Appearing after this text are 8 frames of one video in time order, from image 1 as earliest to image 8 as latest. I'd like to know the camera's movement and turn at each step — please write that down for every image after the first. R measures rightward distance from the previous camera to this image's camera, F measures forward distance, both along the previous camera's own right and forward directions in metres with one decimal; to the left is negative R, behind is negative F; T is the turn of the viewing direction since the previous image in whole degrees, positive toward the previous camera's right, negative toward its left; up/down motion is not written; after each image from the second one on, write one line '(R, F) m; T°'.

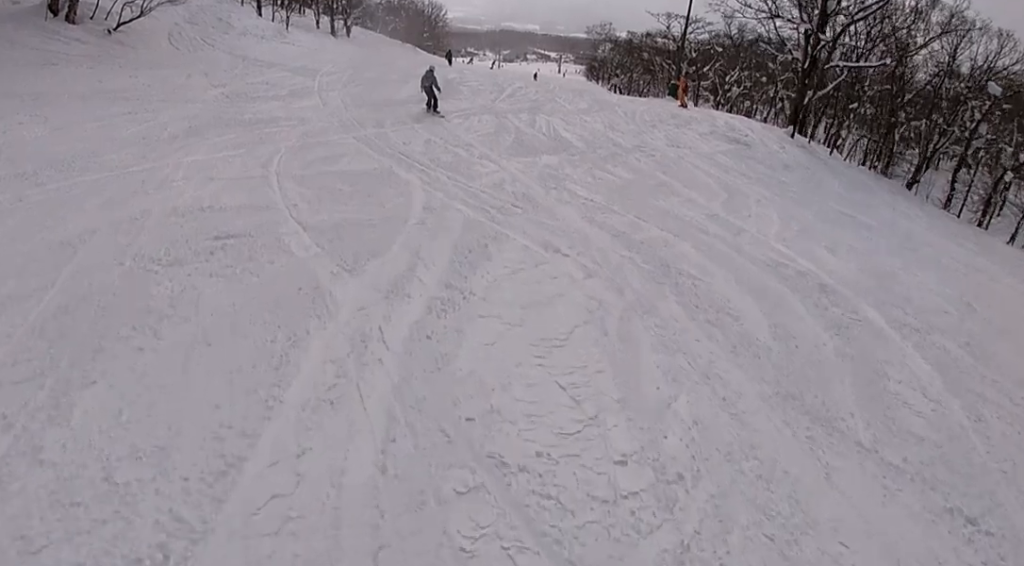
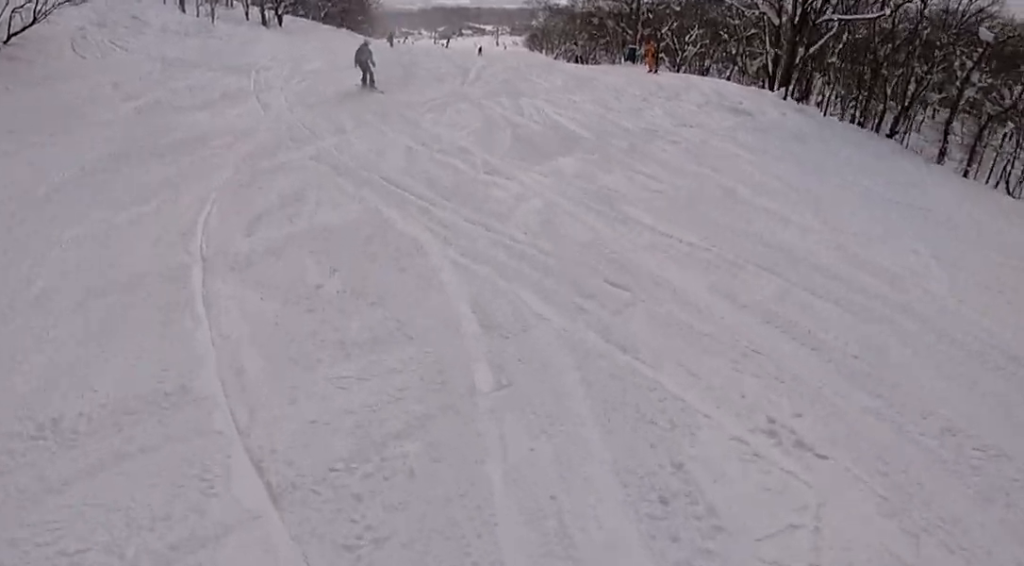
(-0.4, +4.0) m; -3°
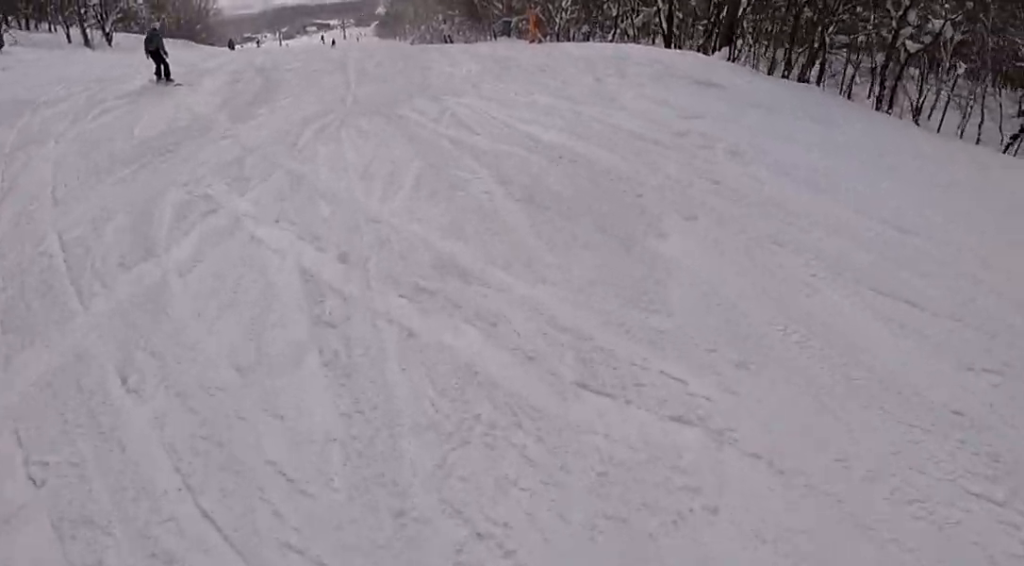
(+0.3, +7.7) m; +16°
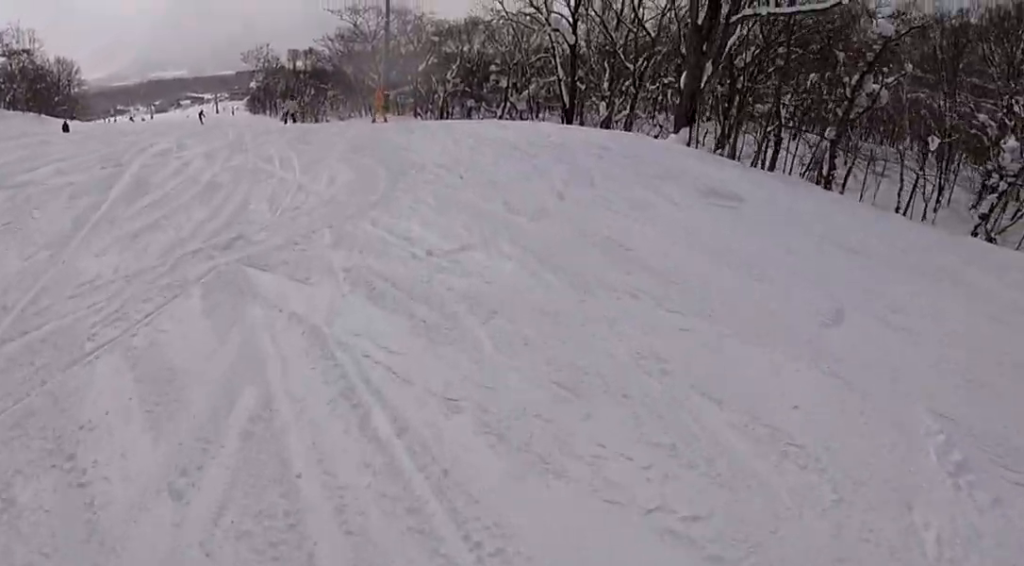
(+2.0, +7.6) m; +26°
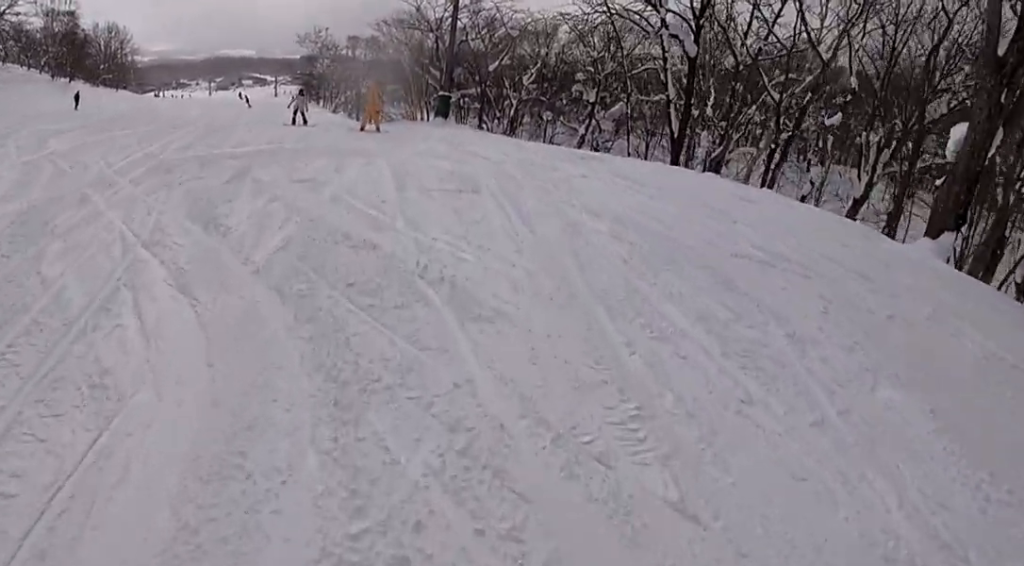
(+0.9, +8.5) m; -10°
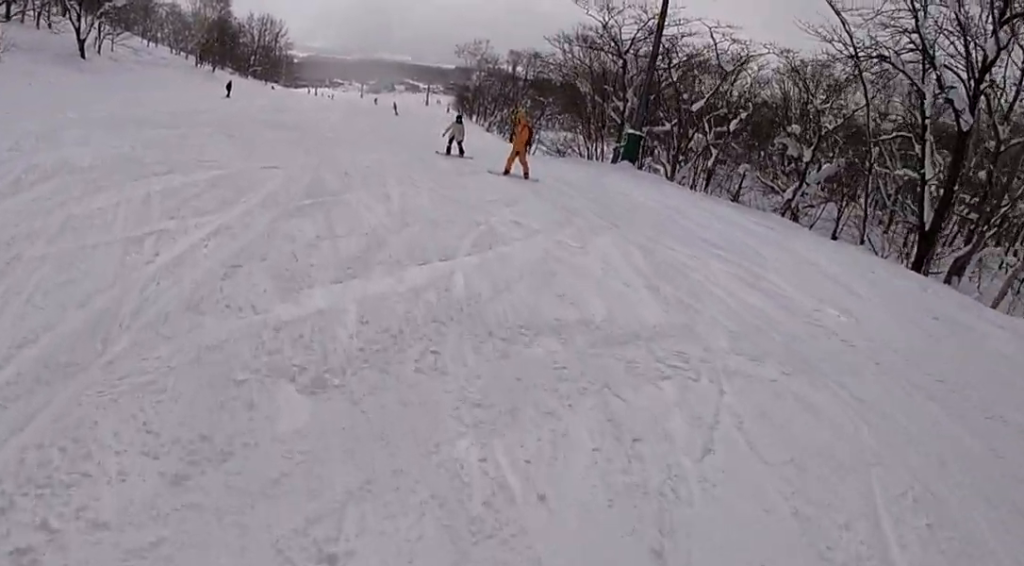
(-2.0, +7.2) m; -17°
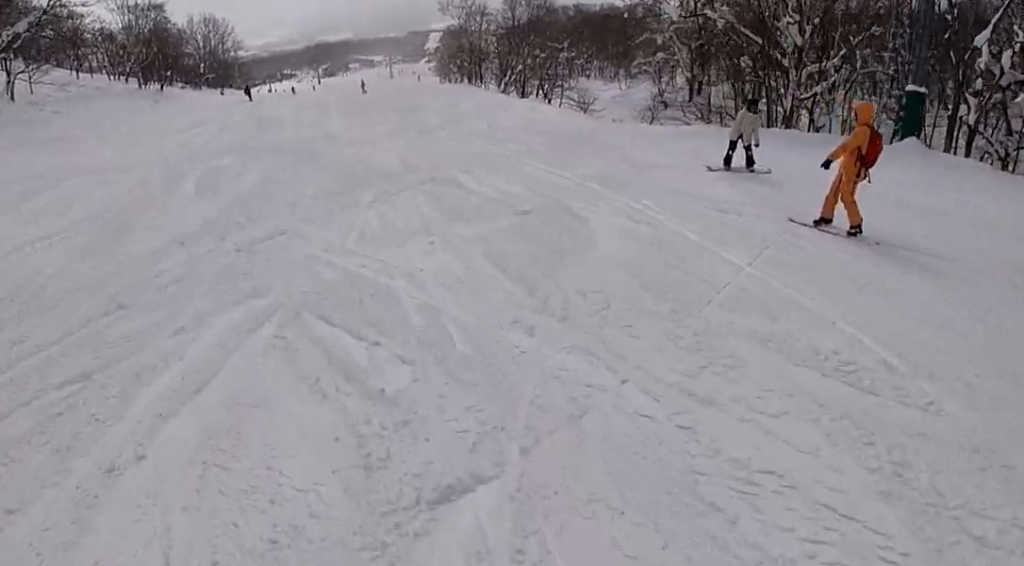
(-3.9, +15.3) m; -7°
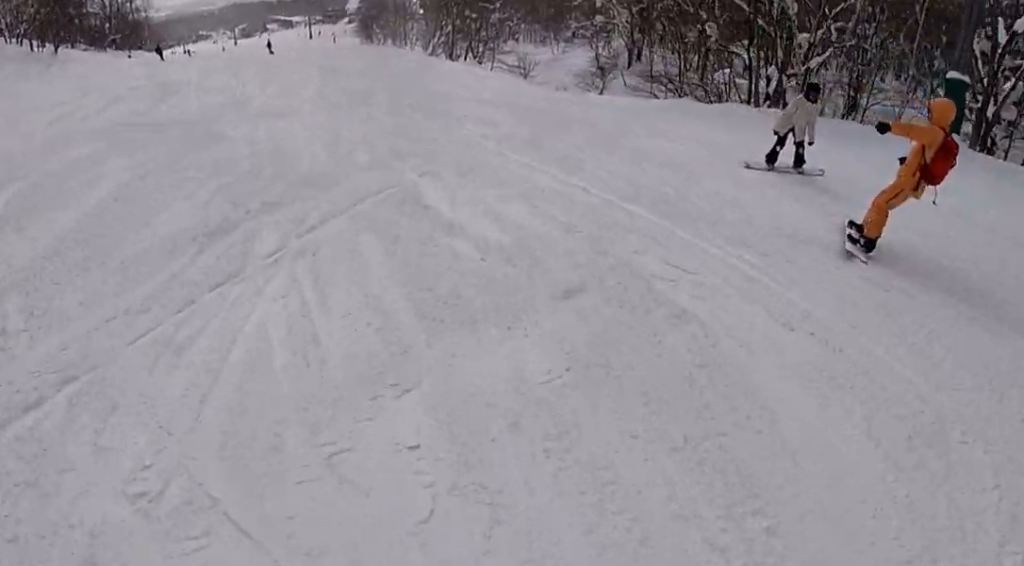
(+0.6, +4.3) m; +17°
